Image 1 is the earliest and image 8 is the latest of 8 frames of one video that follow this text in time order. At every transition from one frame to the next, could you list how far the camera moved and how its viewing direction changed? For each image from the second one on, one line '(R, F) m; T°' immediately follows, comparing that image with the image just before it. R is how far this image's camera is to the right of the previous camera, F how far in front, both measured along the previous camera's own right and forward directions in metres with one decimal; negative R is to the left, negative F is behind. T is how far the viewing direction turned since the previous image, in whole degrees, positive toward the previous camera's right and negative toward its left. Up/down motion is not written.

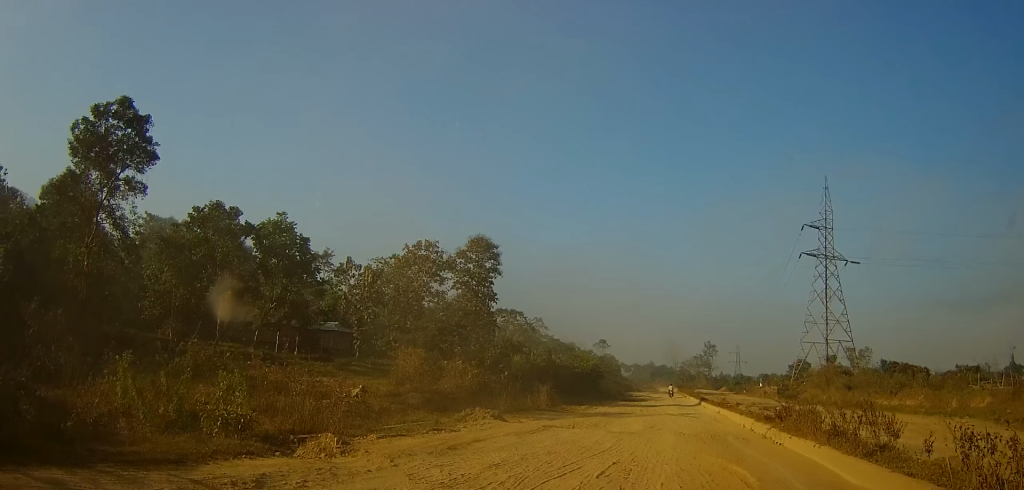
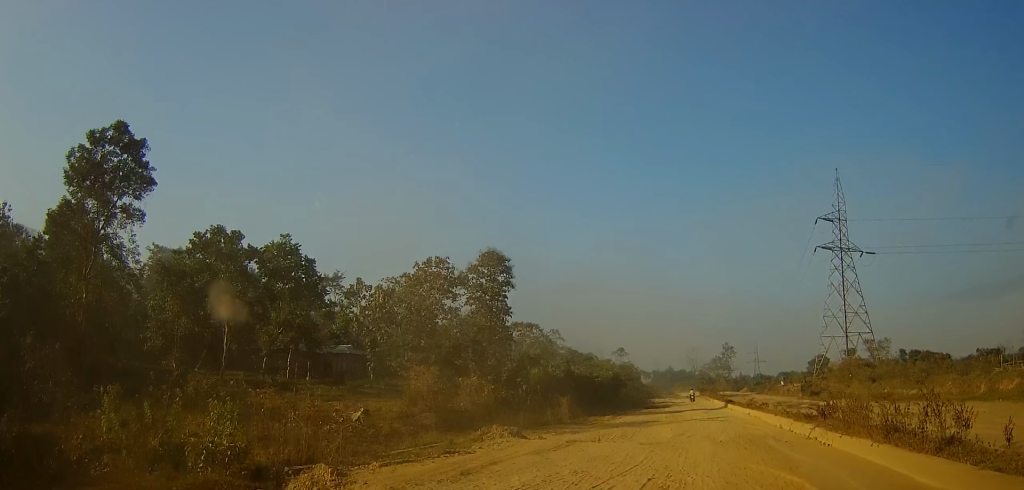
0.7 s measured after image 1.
(0.0, +1.5) m; -1°
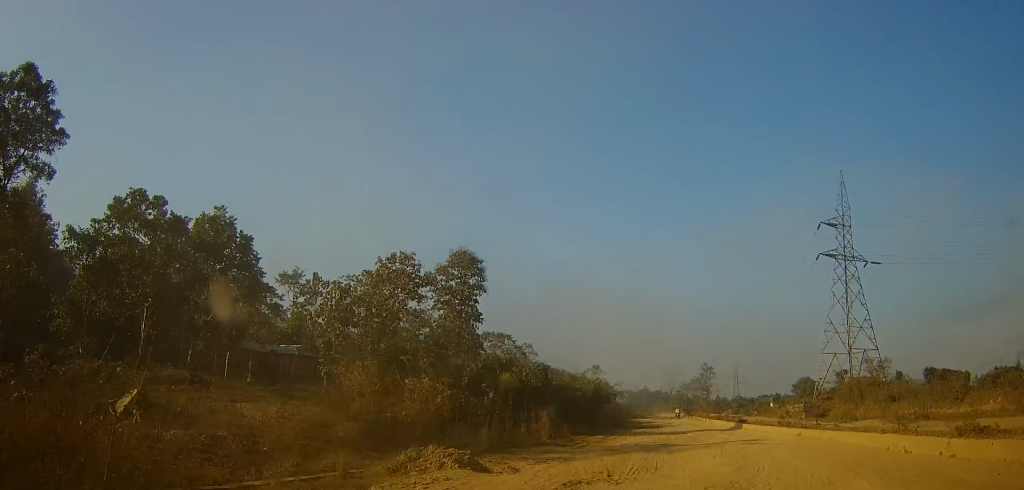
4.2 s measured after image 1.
(+0.2, +8.7) m; +6°
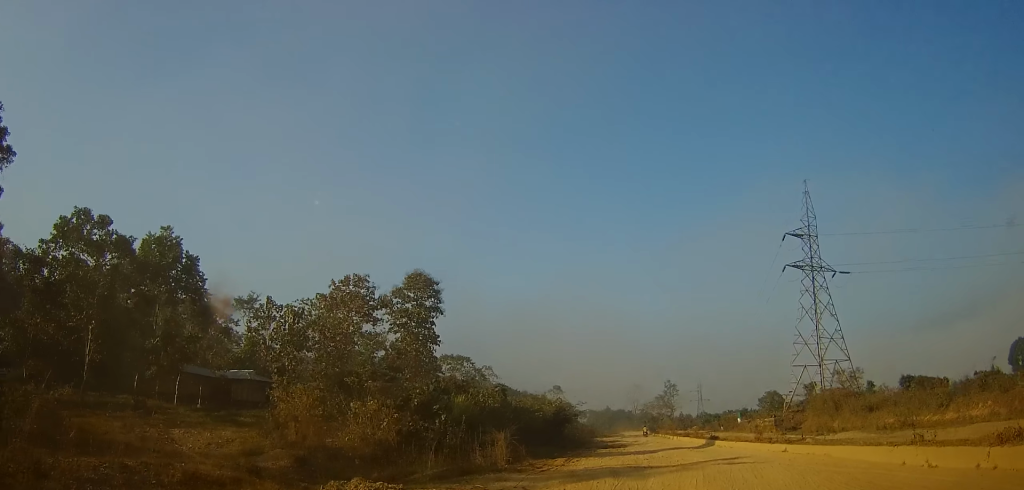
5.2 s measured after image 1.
(+0.1, +2.3) m; +3°
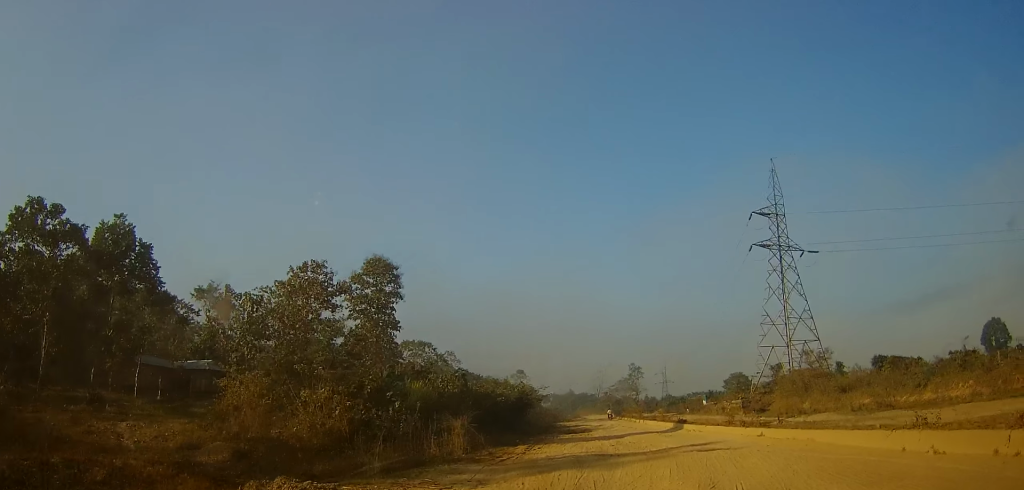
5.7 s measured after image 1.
(0.0, +1.2) m; +2°
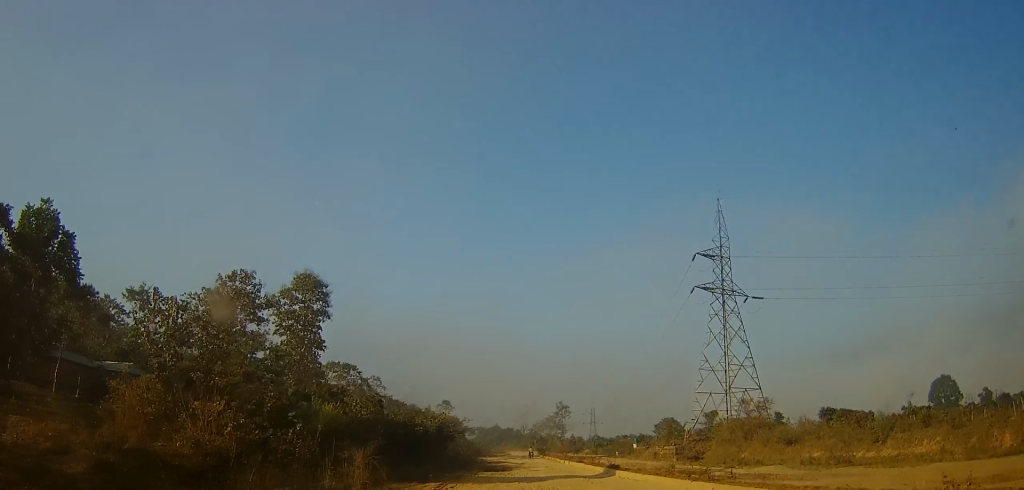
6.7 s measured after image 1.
(+0.1, +2.3) m; +5°
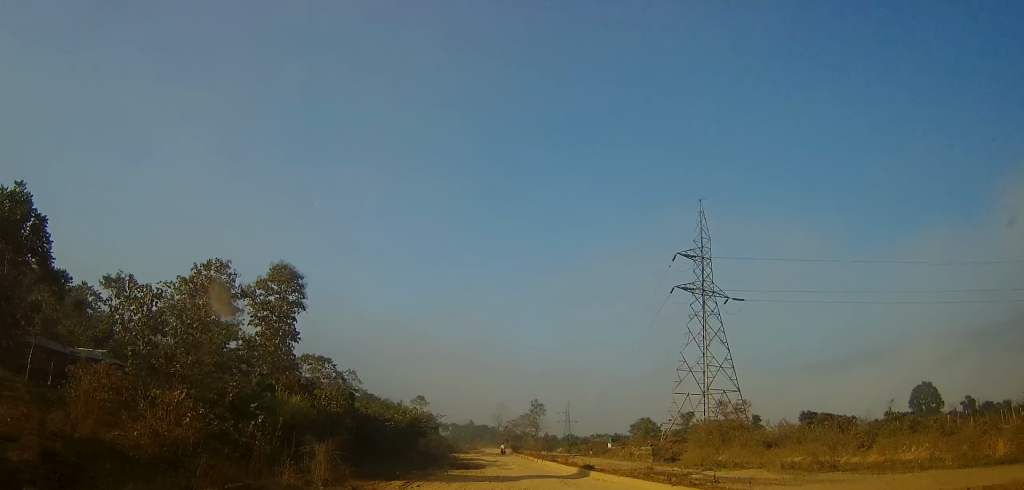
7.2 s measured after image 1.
(+0.1, +1.1) m; +2°
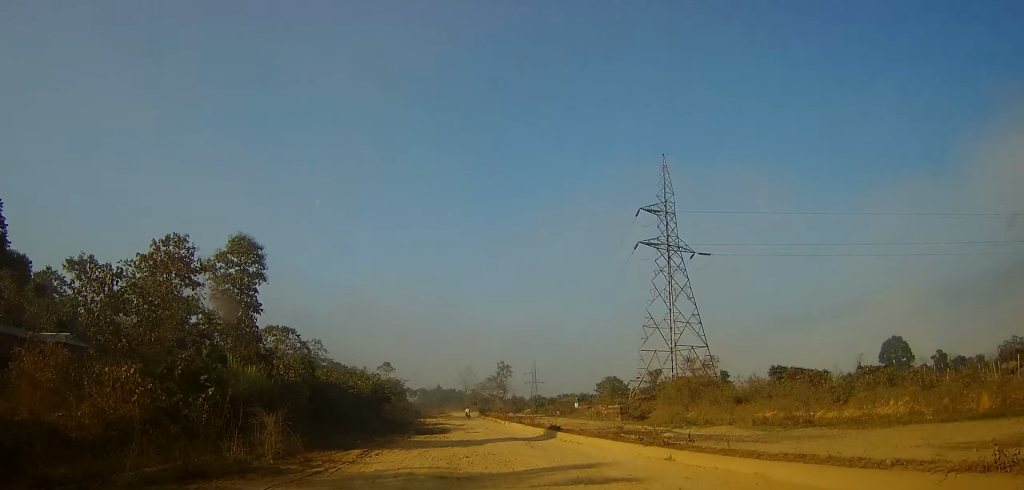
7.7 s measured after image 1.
(0.0, +1.3) m; +2°
